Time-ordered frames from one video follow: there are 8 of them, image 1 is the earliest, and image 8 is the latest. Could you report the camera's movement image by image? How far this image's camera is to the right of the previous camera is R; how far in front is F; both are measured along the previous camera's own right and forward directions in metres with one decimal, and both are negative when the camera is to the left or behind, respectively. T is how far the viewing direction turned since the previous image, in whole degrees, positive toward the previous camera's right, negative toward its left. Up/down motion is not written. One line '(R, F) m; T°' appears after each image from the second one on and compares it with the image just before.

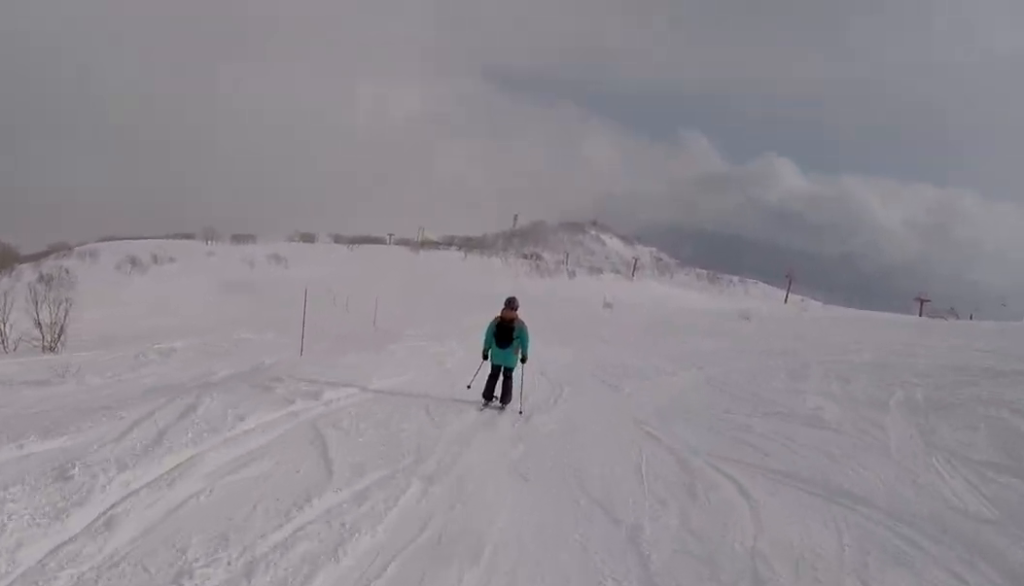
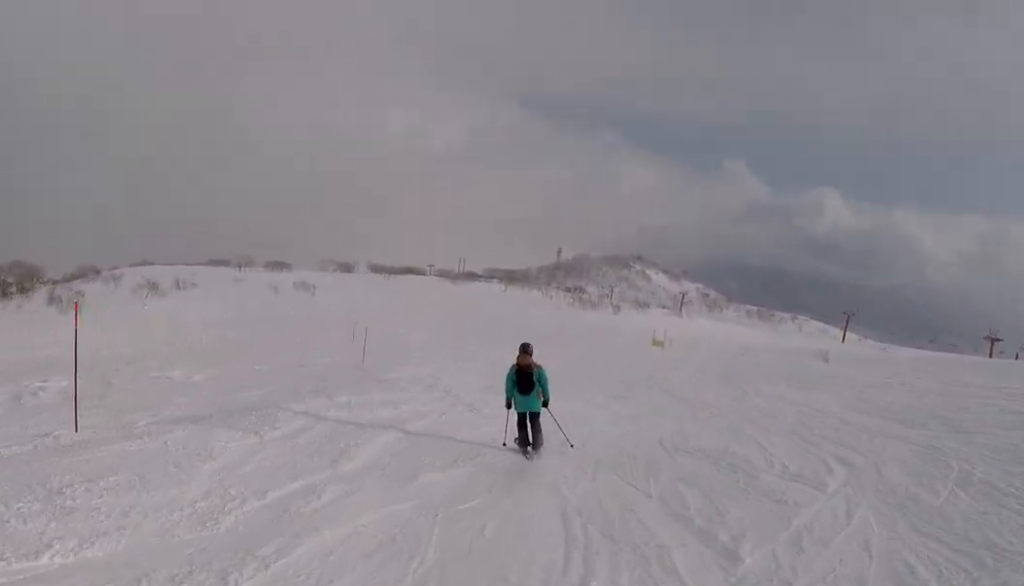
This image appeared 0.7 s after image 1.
(+1.0, +8.5) m; -3°
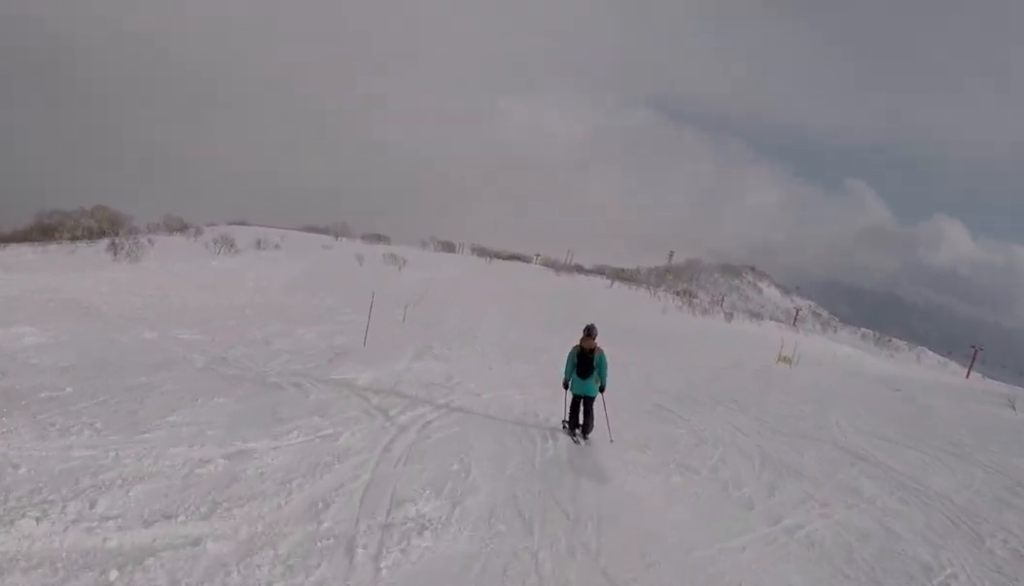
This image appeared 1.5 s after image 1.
(-0.7, +10.5) m; -6°
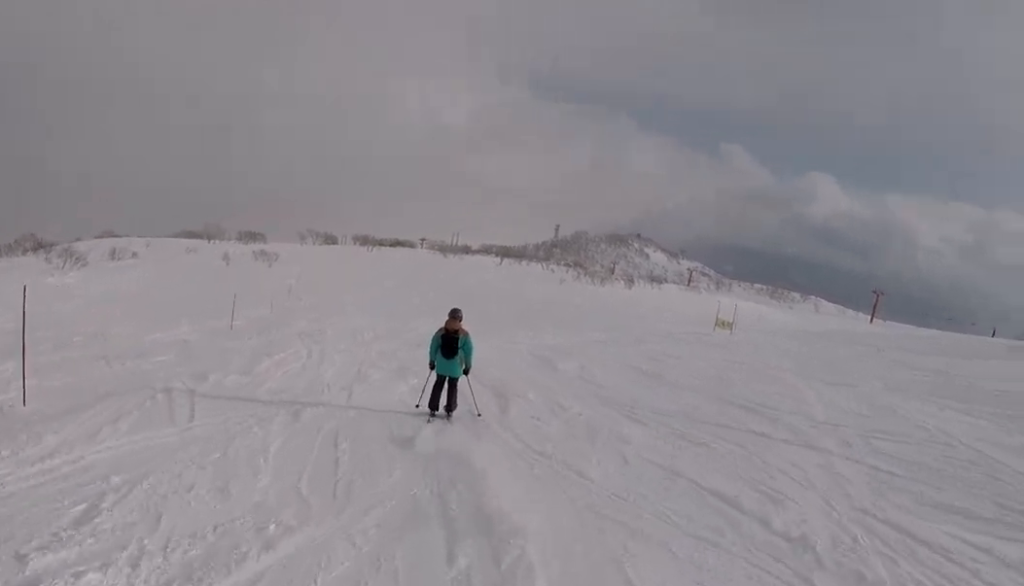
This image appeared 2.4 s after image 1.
(-0.9, +10.4) m; -1°
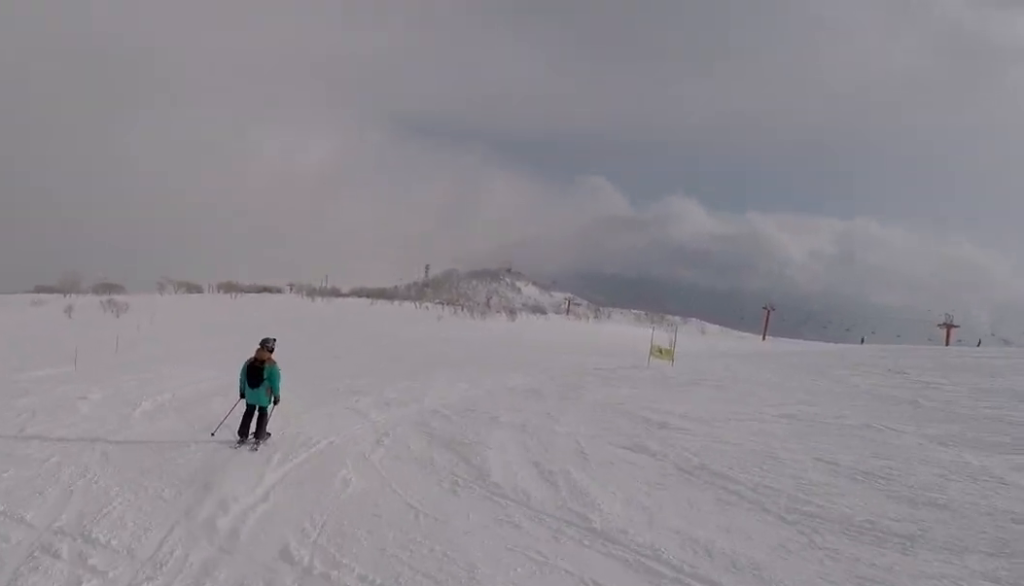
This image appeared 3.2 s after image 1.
(+0.5, +10.5) m; +5°
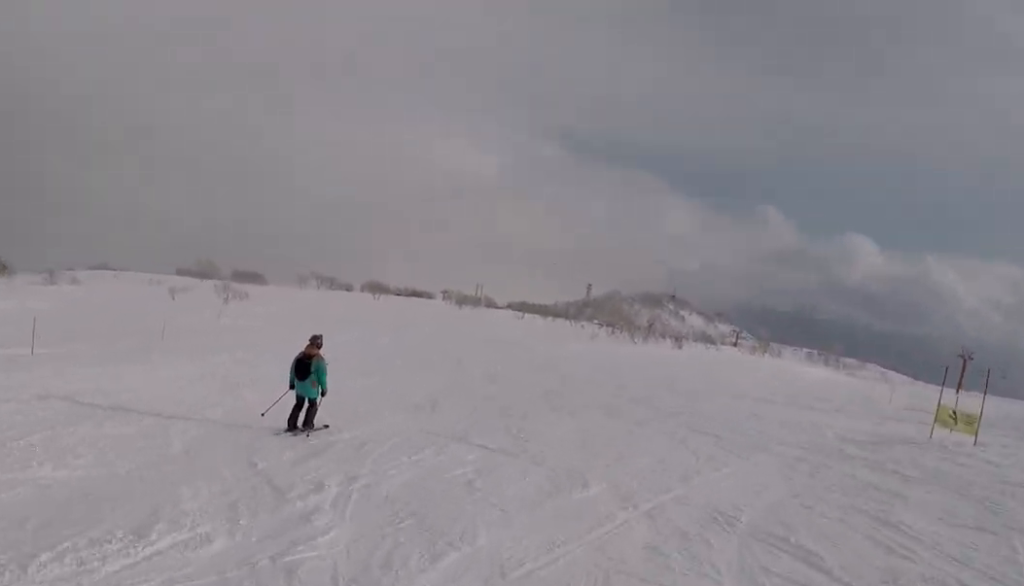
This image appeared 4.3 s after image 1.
(+0.5, +13.9) m; -1°
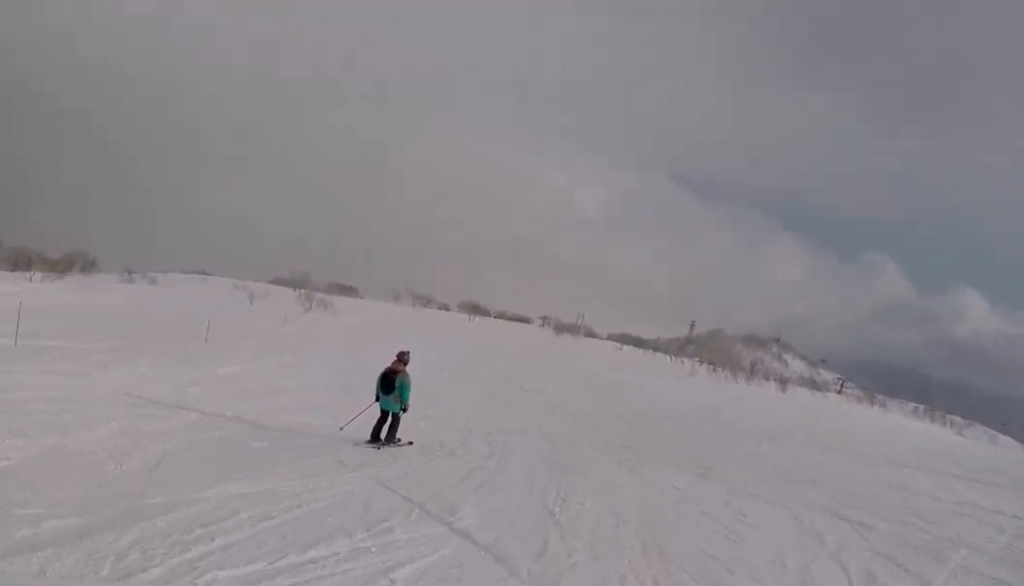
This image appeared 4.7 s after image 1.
(-0.2, +5.3) m; -2°
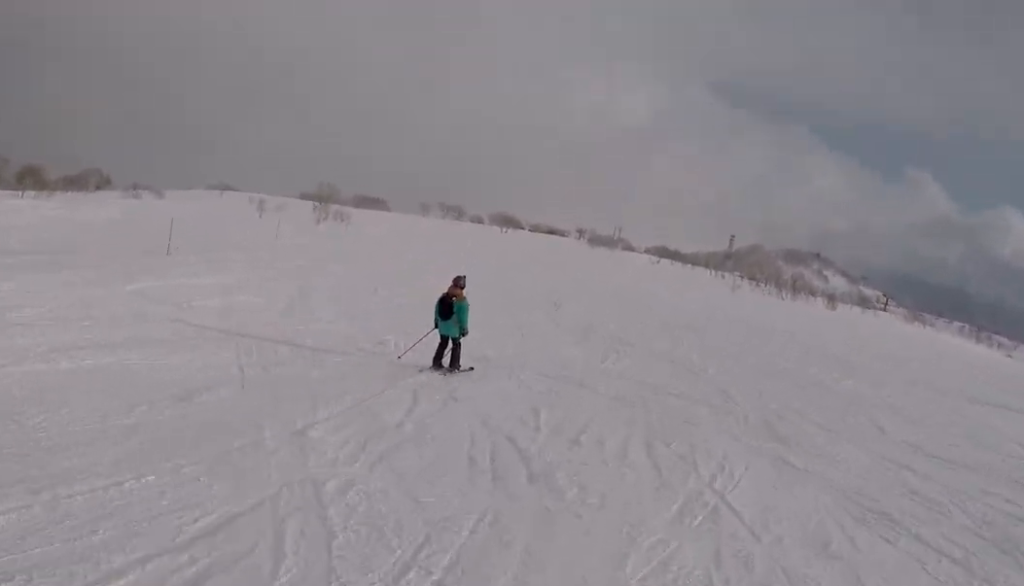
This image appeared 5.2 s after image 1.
(-0.1, +6.1) m; -2°
